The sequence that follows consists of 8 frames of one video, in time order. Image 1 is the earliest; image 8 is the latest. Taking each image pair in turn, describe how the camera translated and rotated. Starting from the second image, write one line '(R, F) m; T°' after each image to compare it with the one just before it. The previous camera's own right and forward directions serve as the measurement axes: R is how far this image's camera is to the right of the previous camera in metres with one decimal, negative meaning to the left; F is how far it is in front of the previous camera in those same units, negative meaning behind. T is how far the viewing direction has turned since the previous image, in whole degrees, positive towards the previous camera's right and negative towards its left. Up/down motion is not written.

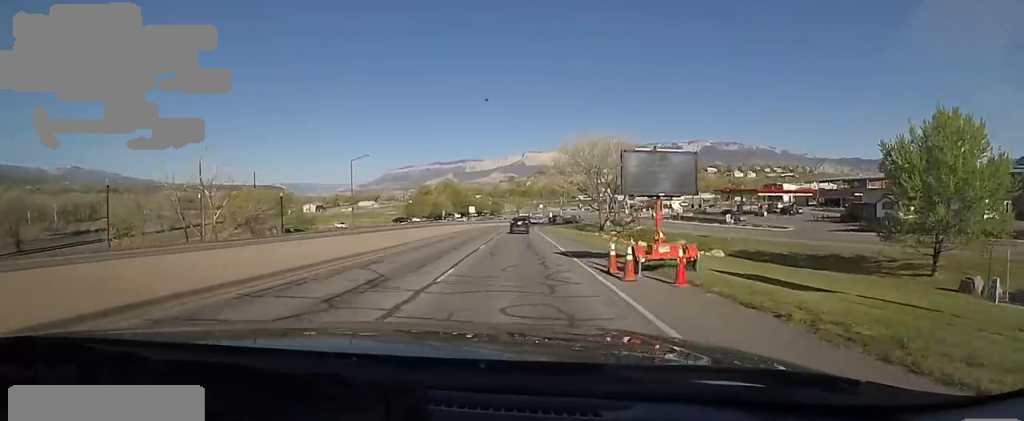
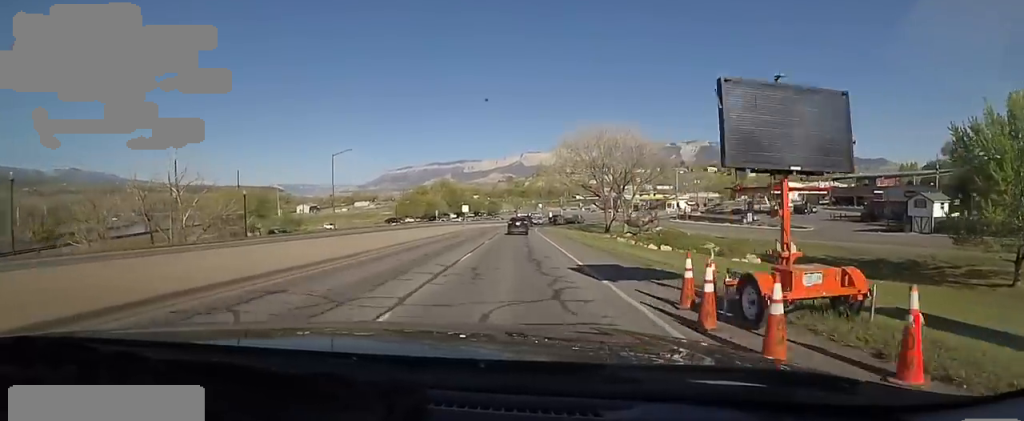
(-0.1, +6.5) m; +1°
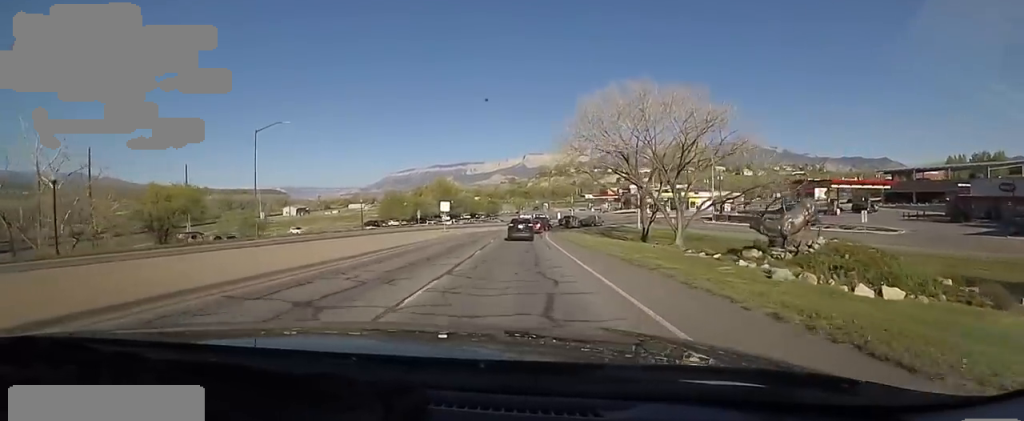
(+1.8, +20.0) m; +1°
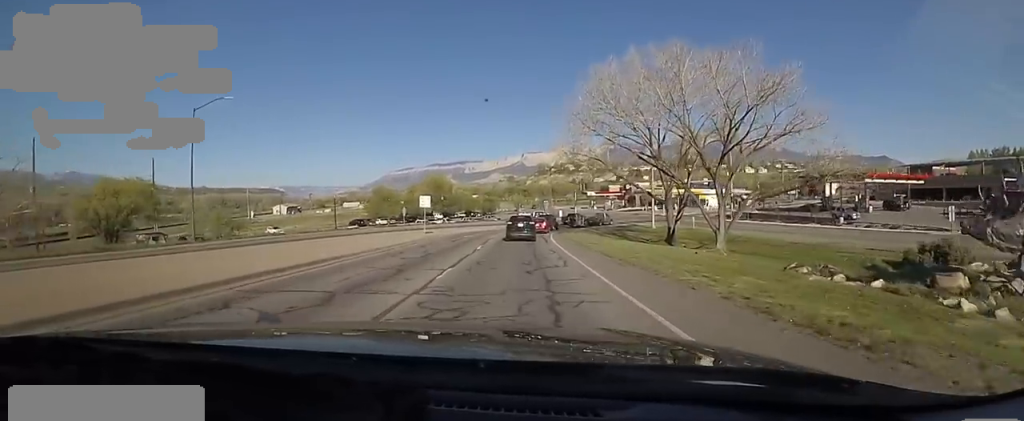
(-0.5, +9.5) m; -1°
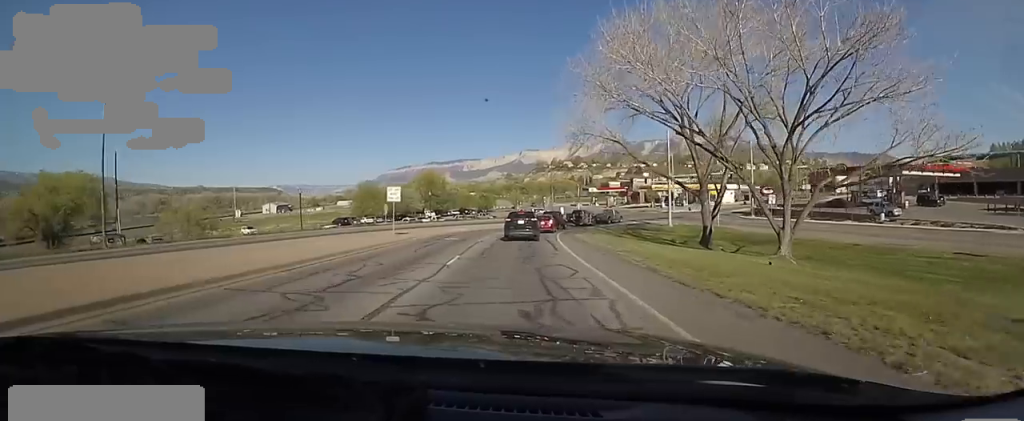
(-0.3, +9.1) m; +1°
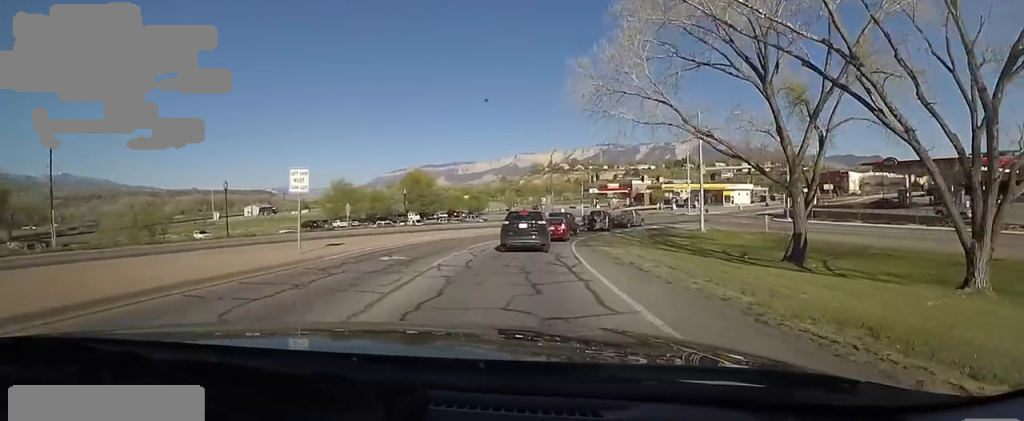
(+0.4, +13.0) m; +1°
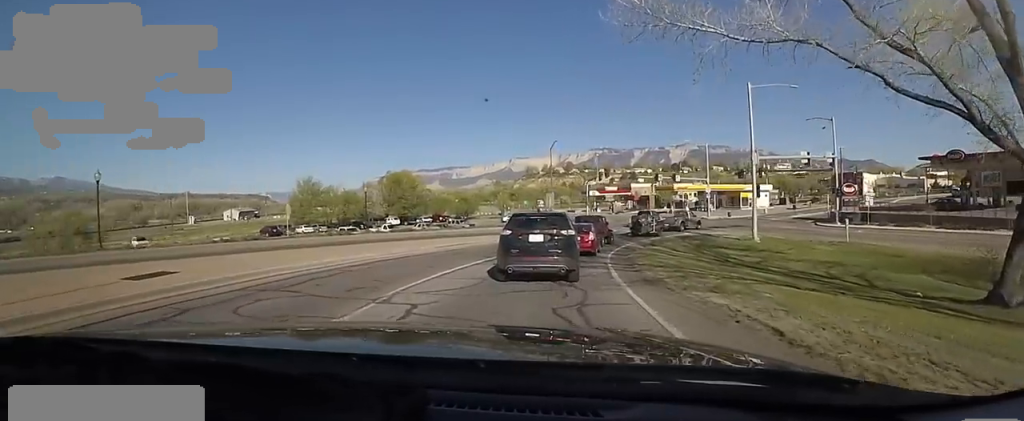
(+0.6, +14.2) m; -1°
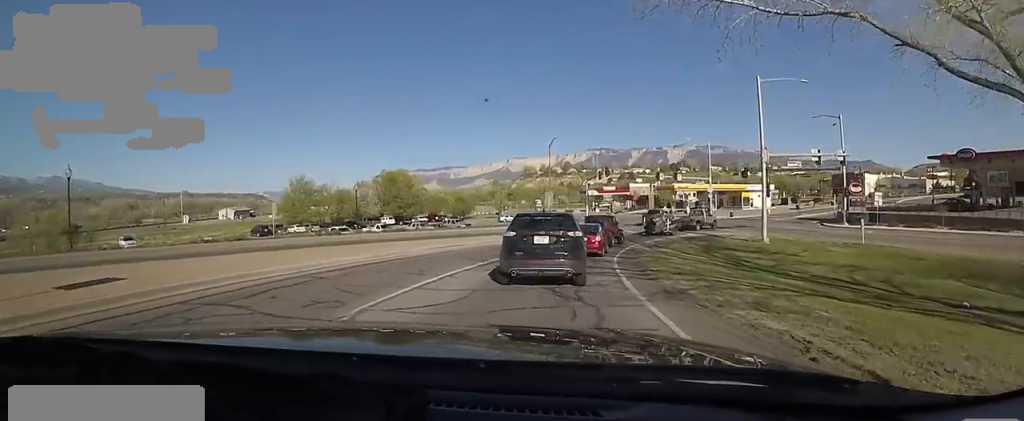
(-0.1, +2.2) m; +3°
